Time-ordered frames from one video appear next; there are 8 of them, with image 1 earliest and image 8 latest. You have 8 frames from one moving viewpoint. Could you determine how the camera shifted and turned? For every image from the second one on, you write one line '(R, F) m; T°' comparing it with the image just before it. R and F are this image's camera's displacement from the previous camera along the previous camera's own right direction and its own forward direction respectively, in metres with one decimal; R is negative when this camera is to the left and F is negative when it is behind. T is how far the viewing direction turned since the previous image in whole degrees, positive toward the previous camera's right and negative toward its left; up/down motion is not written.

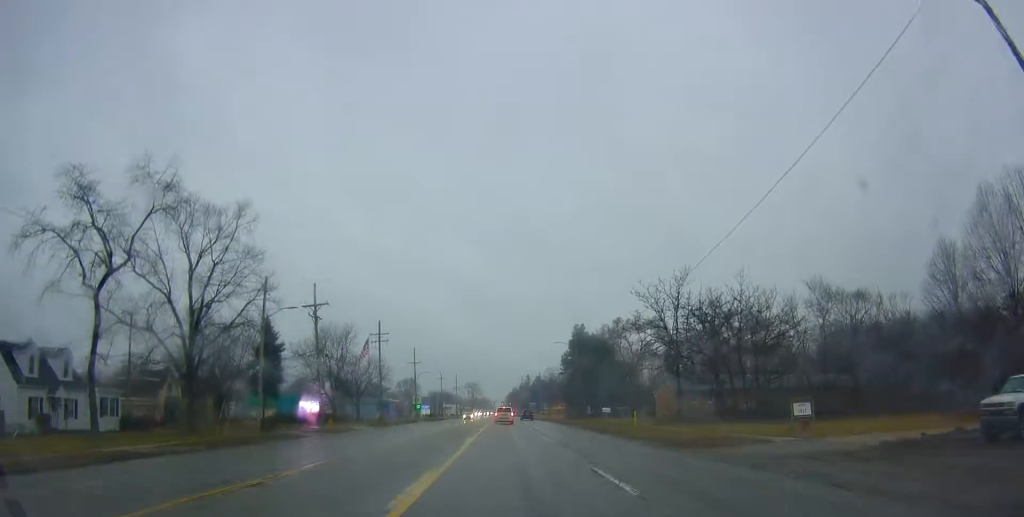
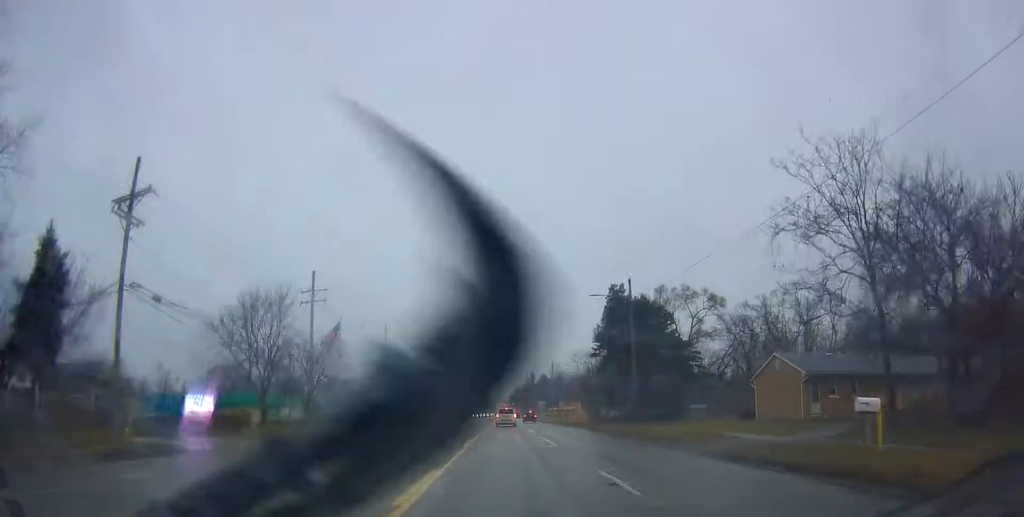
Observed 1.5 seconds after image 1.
(+1.1, +29.4) m; +2°
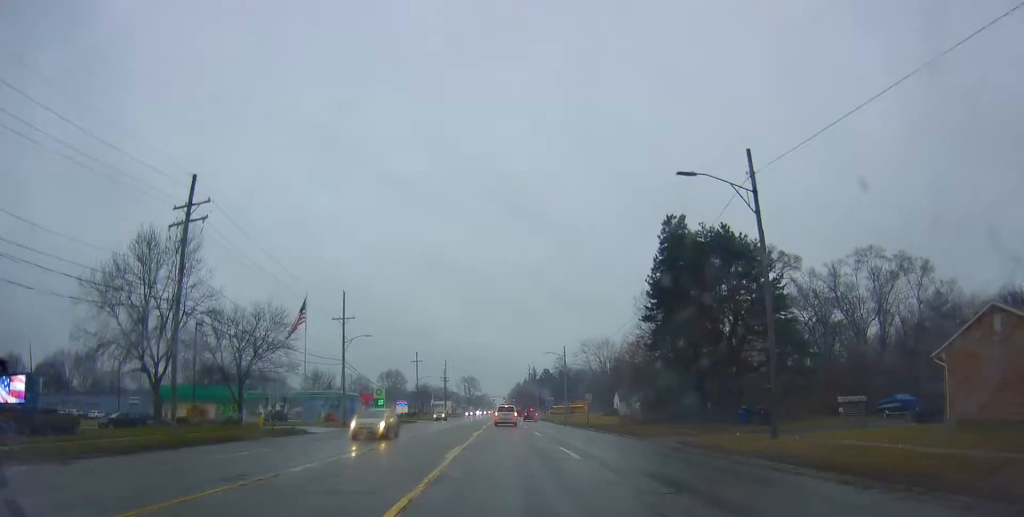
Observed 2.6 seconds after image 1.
(0.0, +22.2) m; -2°
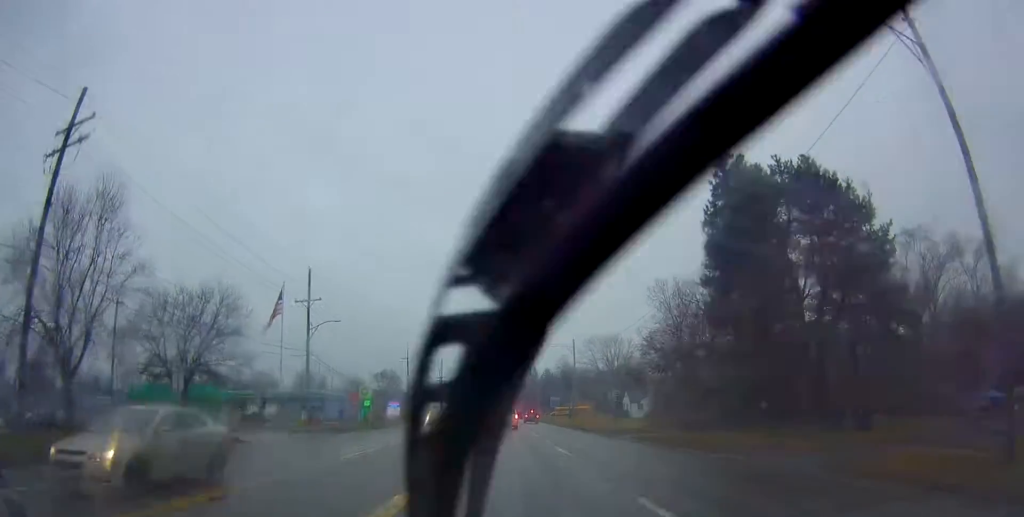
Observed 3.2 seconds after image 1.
(-0.1, +11.4) m; -1°
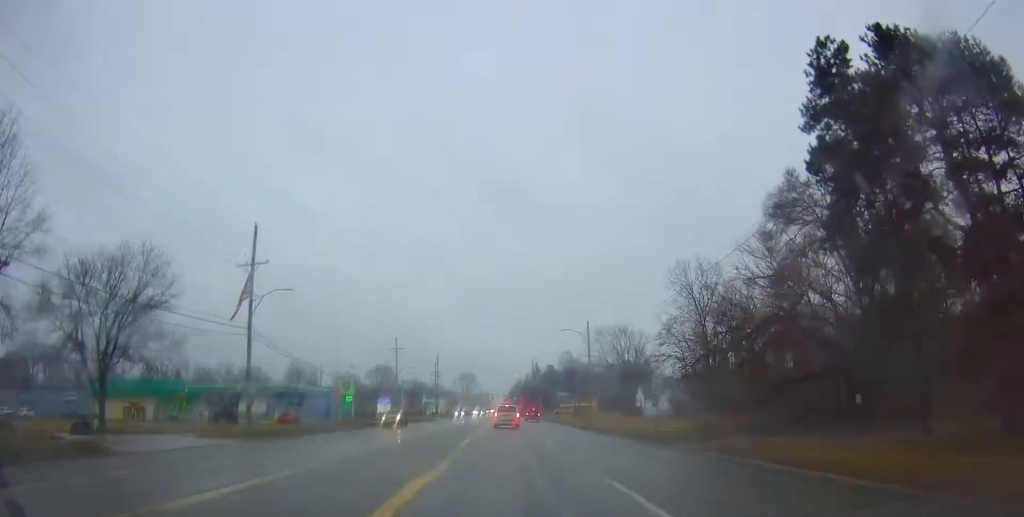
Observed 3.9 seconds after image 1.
(-0.5, +12.3) m; 0°
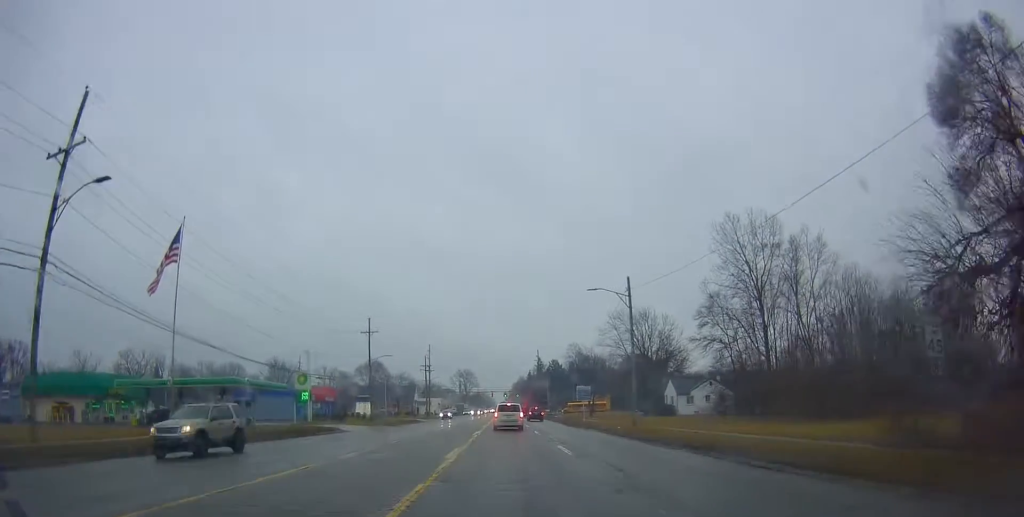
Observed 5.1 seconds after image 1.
(+0.8, +20.3) m; +3°
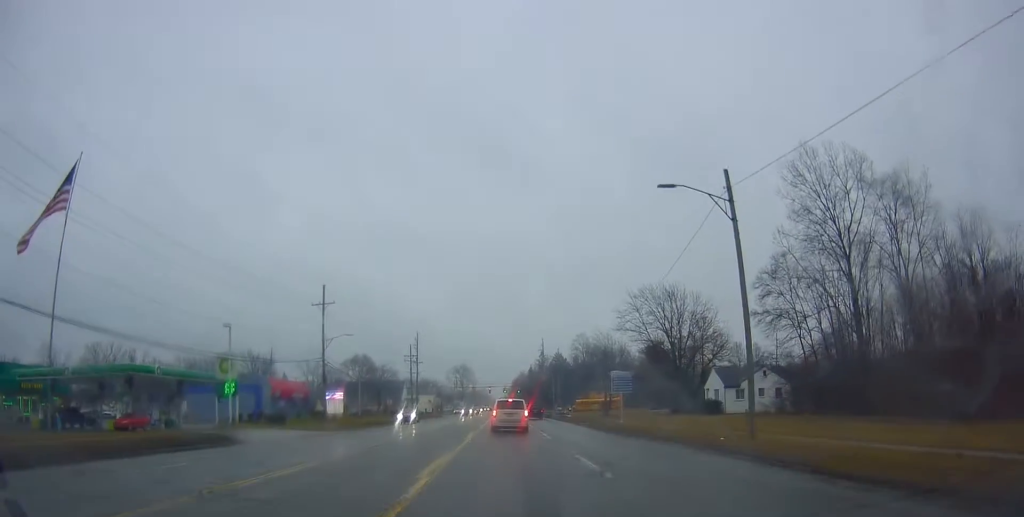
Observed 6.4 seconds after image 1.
(0.0, +20.0) m; 0°
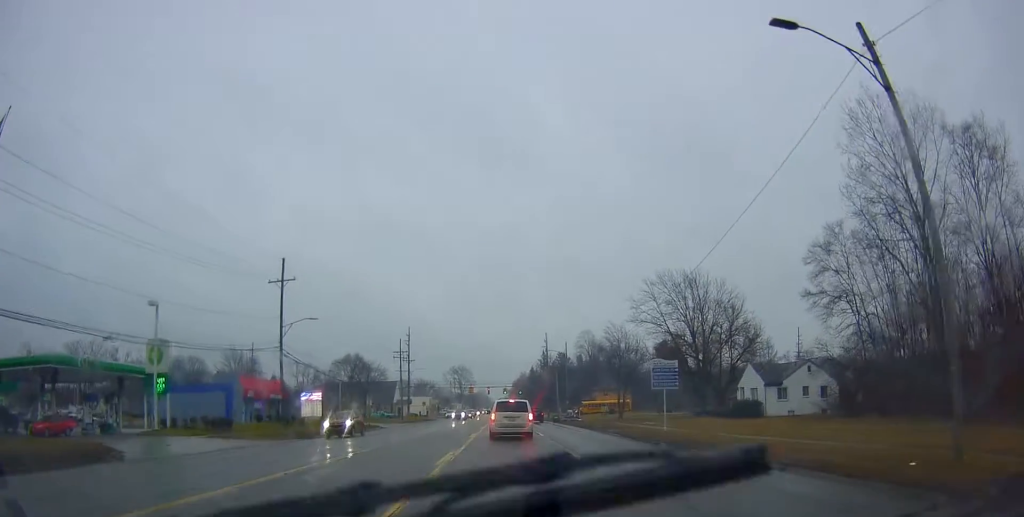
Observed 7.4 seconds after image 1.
(0.0, +11.7) m; 0°
